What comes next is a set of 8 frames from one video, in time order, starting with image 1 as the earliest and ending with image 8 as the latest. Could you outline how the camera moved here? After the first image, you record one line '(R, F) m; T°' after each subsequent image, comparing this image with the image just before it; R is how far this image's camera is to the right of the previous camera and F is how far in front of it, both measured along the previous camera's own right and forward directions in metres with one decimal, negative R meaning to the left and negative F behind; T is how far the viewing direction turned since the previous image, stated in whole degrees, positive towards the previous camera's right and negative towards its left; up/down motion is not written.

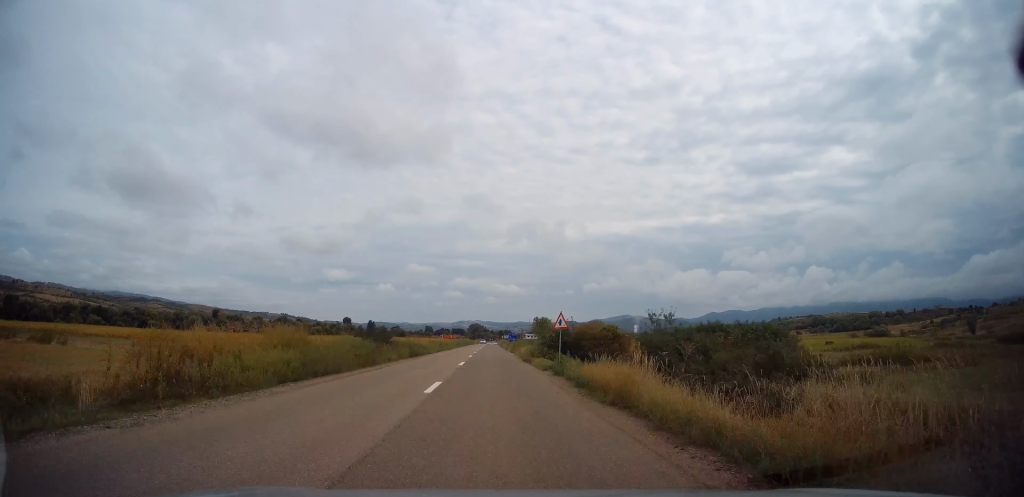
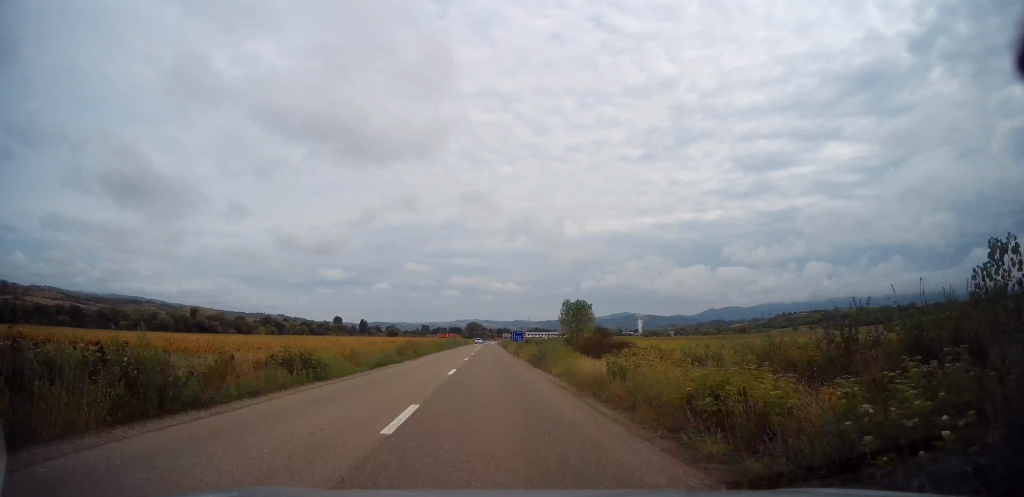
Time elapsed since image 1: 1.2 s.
(-0.1, +28.4) m; 0°
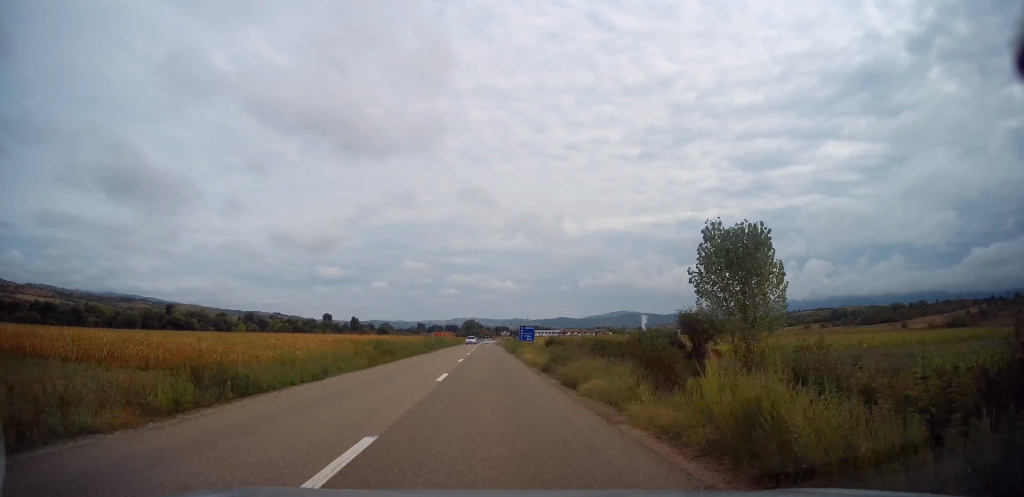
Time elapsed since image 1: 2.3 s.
(+0.1, +27.0) m; +2°
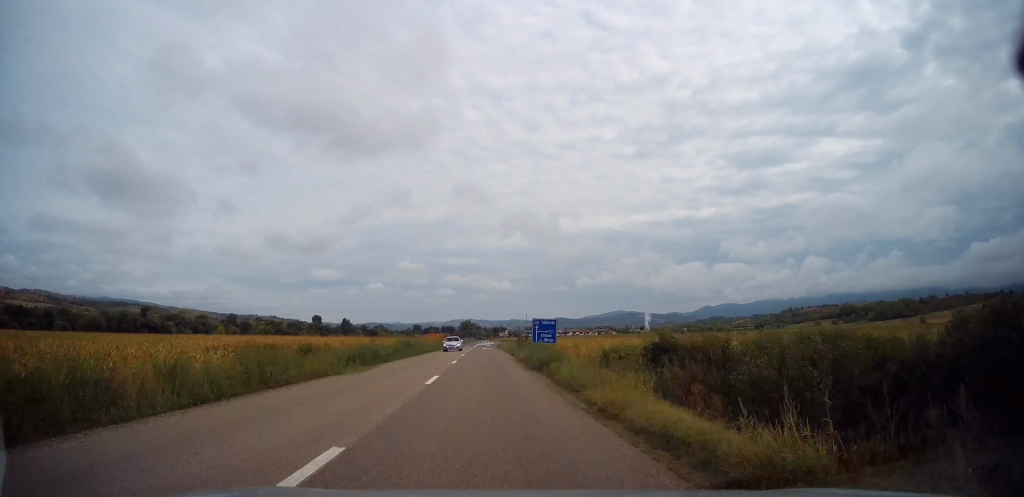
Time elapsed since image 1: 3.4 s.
(+0.5, +24.7) m; 0°
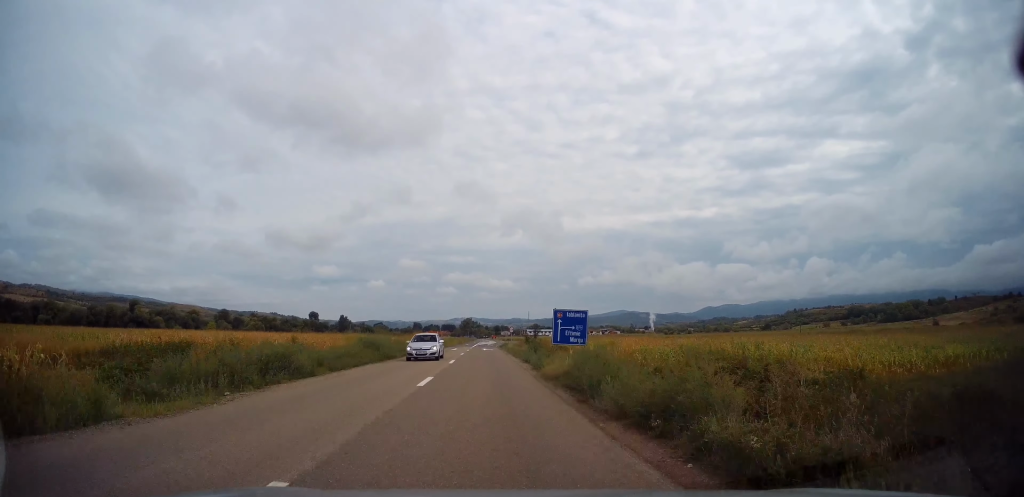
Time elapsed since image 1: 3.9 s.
(-0.2, +12.8) m; 0°
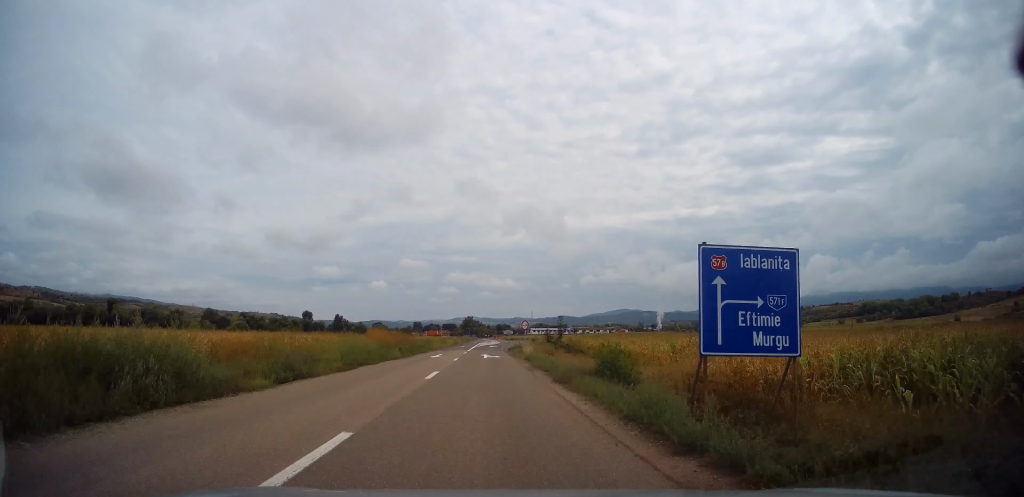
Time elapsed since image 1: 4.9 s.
(-0.2, +21.2) m; 0°
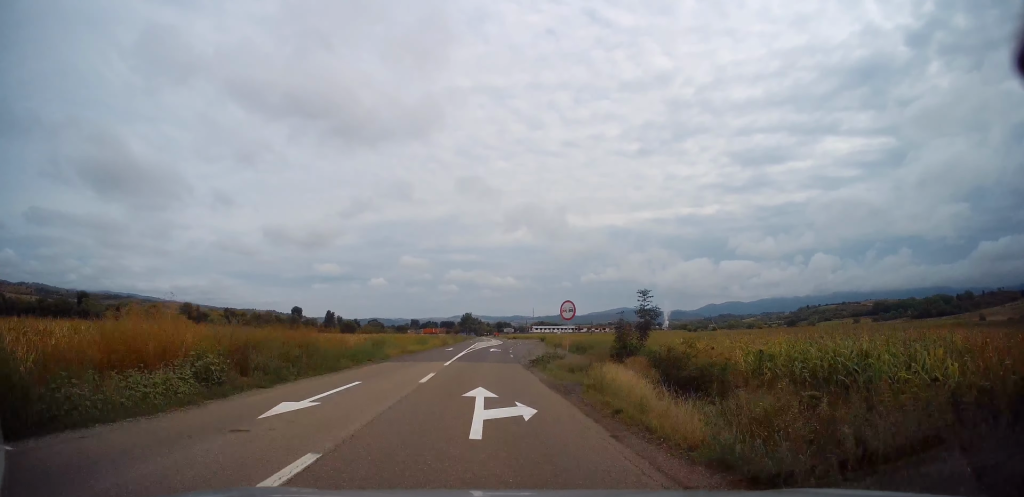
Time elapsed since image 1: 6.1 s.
(0.0, +25.2) m; 0°
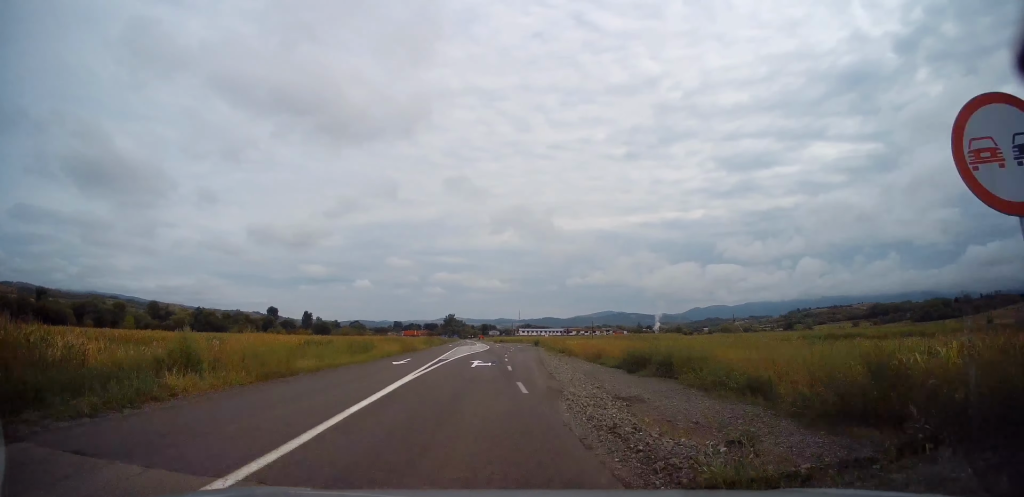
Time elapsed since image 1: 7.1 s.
(+0.2, +20.8) m; +2°
